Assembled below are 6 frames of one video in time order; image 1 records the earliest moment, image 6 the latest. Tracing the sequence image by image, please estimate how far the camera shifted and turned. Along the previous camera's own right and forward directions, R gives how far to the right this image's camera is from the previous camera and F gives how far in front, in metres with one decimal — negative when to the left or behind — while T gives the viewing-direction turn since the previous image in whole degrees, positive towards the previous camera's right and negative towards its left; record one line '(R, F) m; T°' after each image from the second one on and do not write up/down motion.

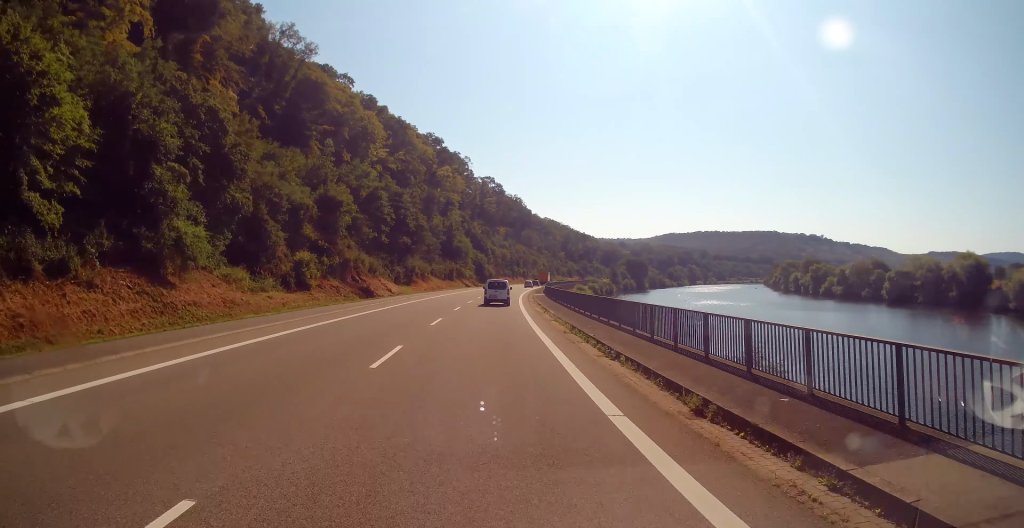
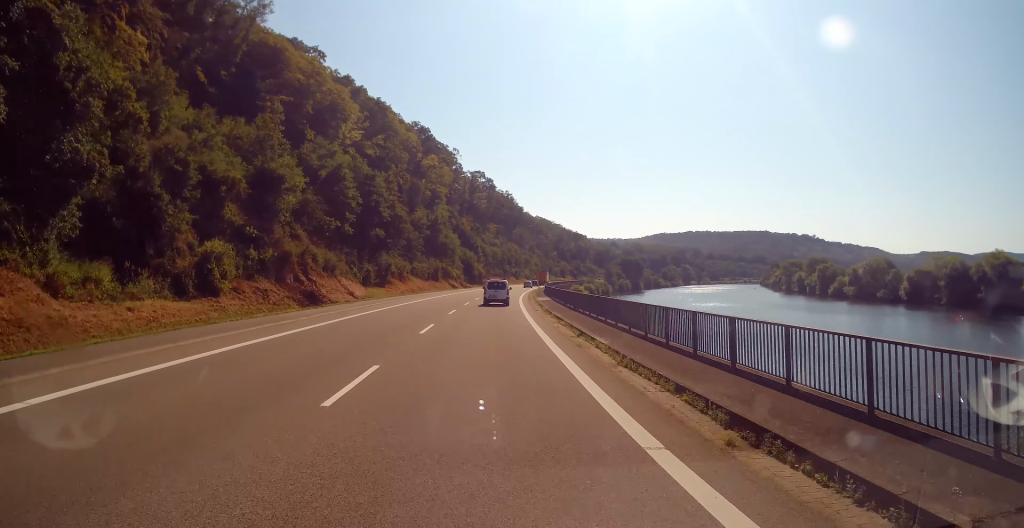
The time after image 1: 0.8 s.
(0.0, +15.6) m; 0°
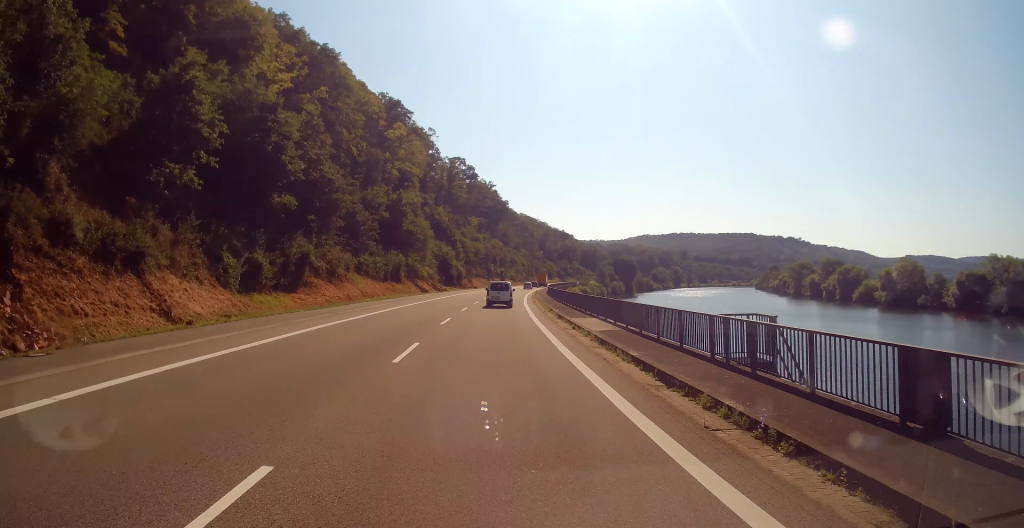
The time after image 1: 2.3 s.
(+0.6, +30.1) m; +2°
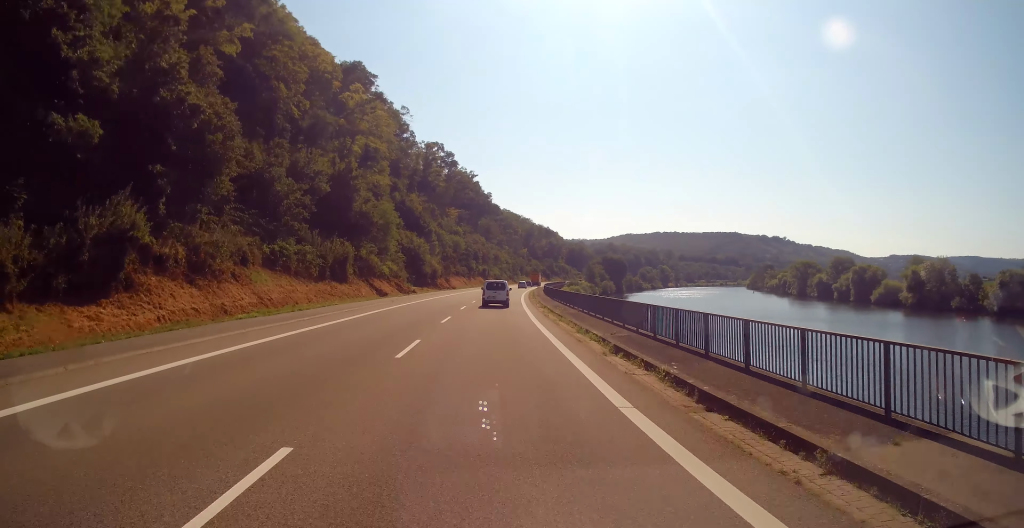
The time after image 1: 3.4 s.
(+0.3, +22.9) m; +3°
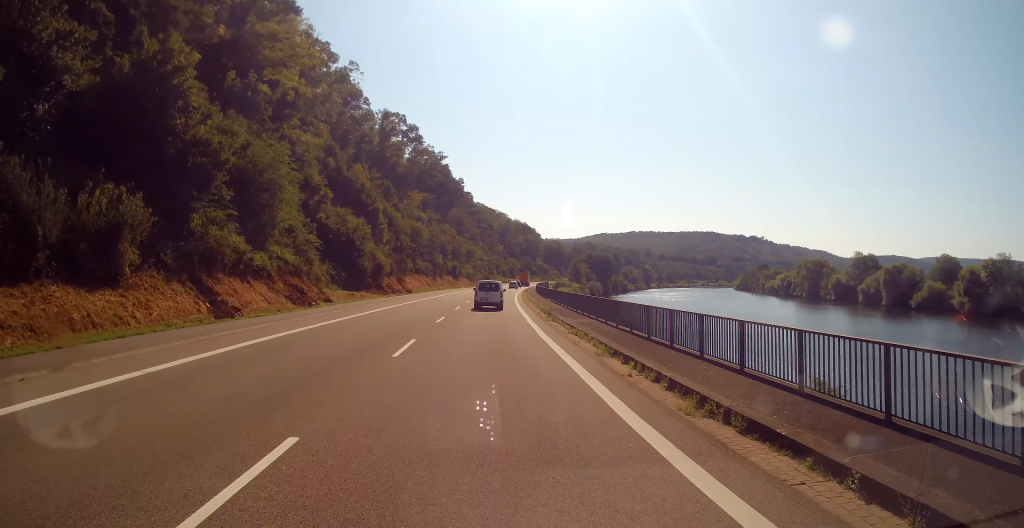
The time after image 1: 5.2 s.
(+1.4, +35.9) m; +2°
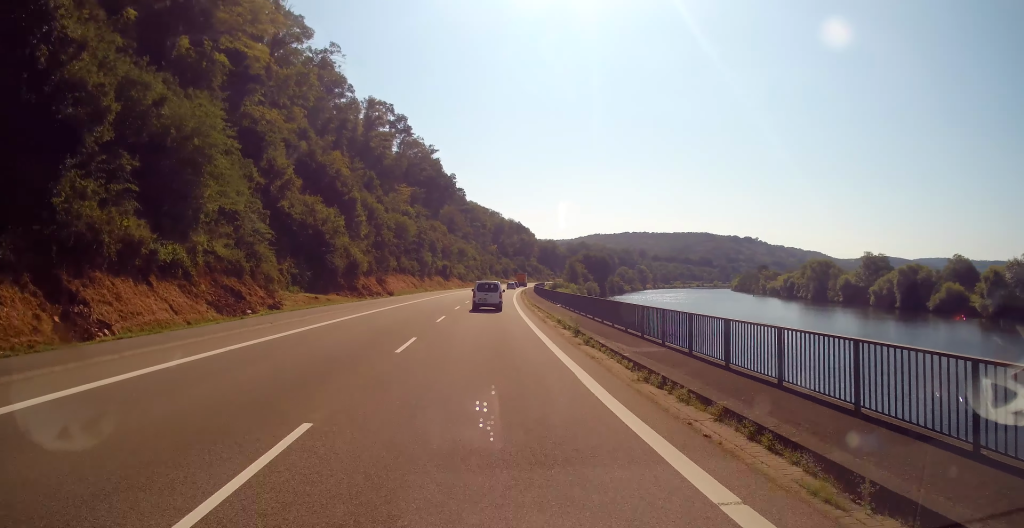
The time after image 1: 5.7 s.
(-0.1, +10.3) m; -1°
